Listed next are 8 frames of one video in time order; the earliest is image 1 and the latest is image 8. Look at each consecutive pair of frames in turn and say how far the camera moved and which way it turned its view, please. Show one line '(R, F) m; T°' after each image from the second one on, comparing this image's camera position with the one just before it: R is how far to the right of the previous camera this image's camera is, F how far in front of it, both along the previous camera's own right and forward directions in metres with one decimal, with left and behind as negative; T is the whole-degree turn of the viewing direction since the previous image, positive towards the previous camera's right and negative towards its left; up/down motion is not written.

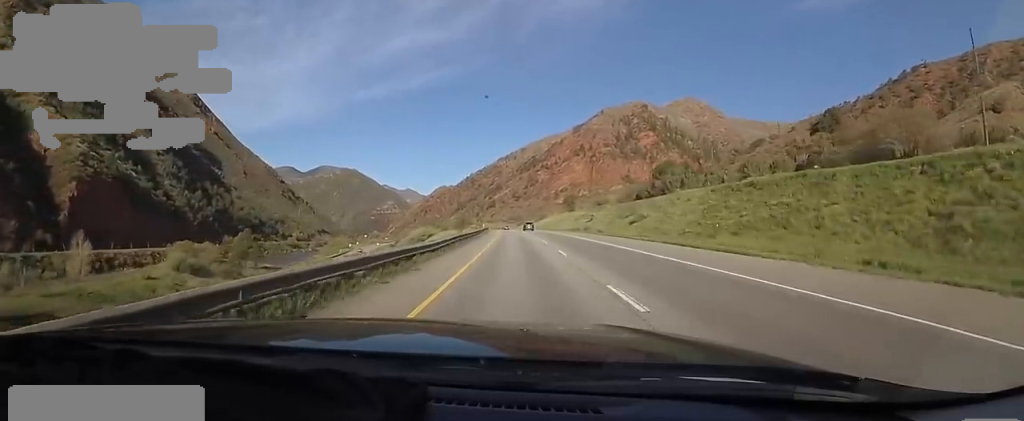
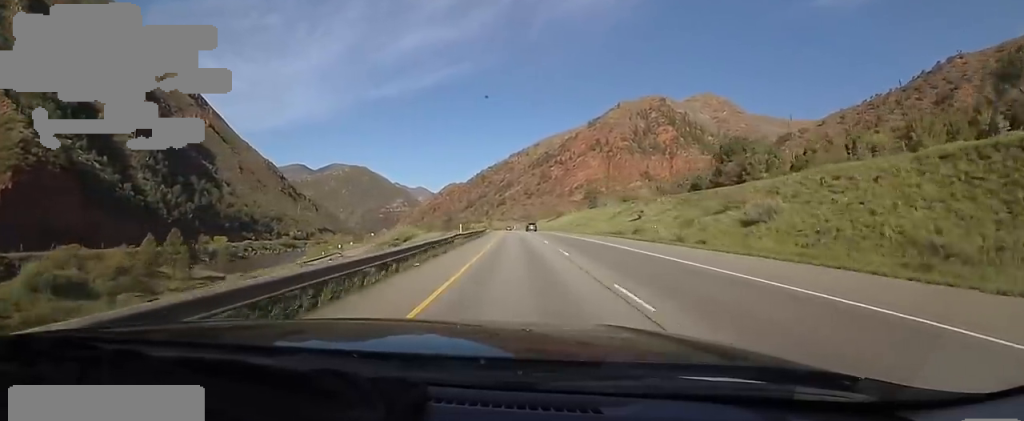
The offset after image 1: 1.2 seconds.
(-0.4, +35.6) m; +1°
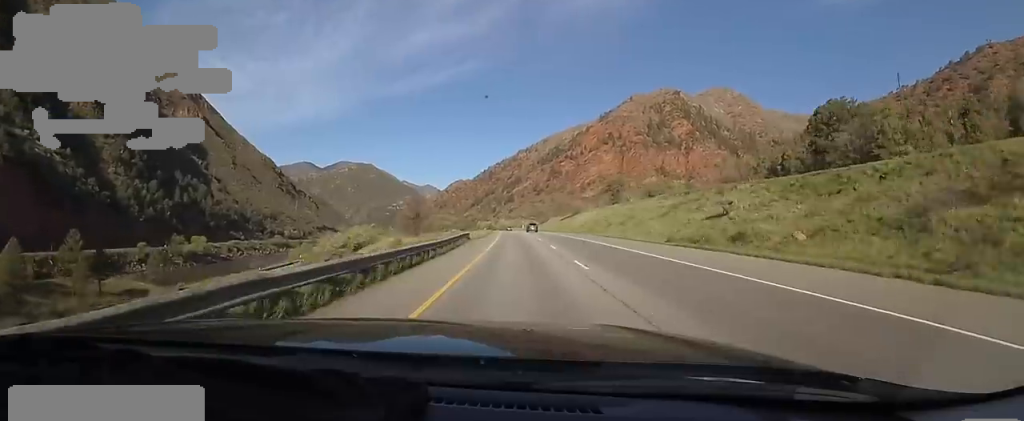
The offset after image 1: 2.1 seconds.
(+0.8, +29.8) m; 0°
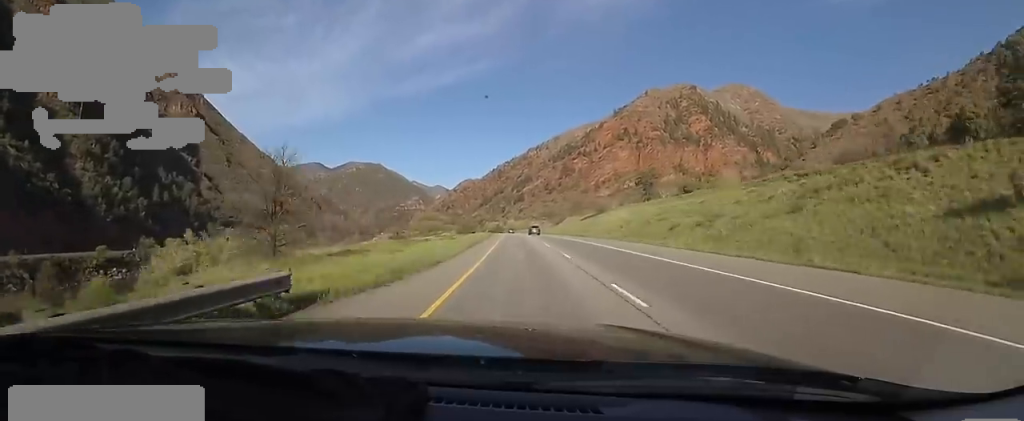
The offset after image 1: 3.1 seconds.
(-0.6, +29.9) m; -3°
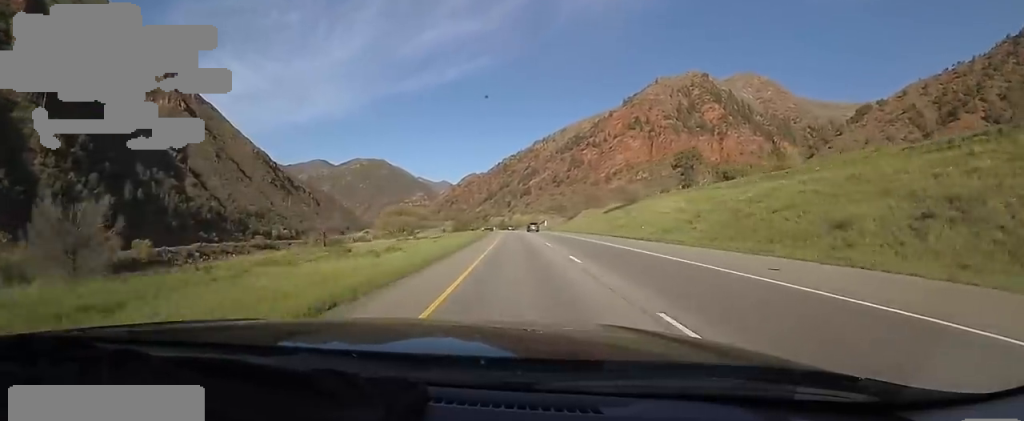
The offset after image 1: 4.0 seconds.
(-0.9, +28.0) m; -2°
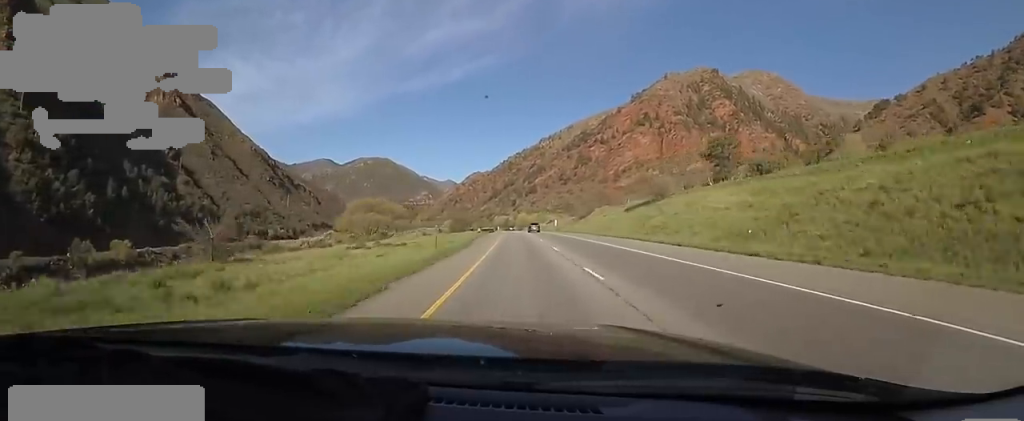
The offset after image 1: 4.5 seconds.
(0.0, +16.6) m; 0°
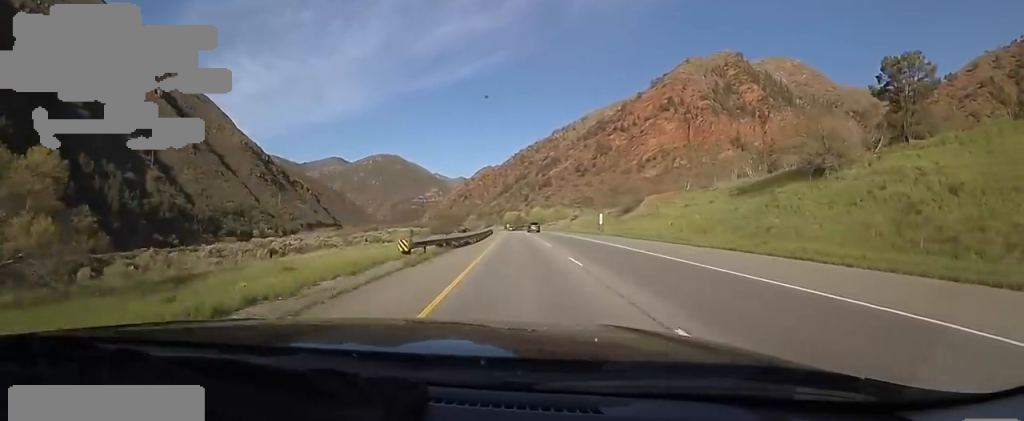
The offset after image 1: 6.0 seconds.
(-0.8, +44.7) m; -3°
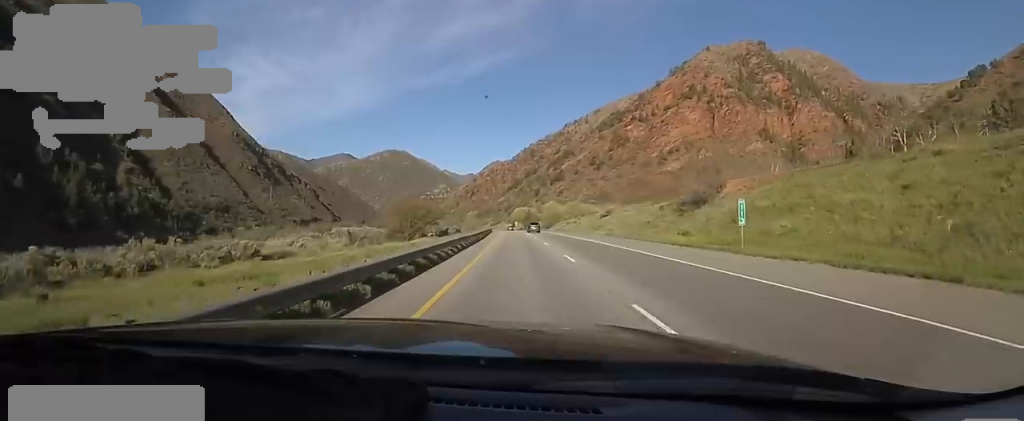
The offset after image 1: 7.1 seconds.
(-0.6, +35.5) m; 0°
